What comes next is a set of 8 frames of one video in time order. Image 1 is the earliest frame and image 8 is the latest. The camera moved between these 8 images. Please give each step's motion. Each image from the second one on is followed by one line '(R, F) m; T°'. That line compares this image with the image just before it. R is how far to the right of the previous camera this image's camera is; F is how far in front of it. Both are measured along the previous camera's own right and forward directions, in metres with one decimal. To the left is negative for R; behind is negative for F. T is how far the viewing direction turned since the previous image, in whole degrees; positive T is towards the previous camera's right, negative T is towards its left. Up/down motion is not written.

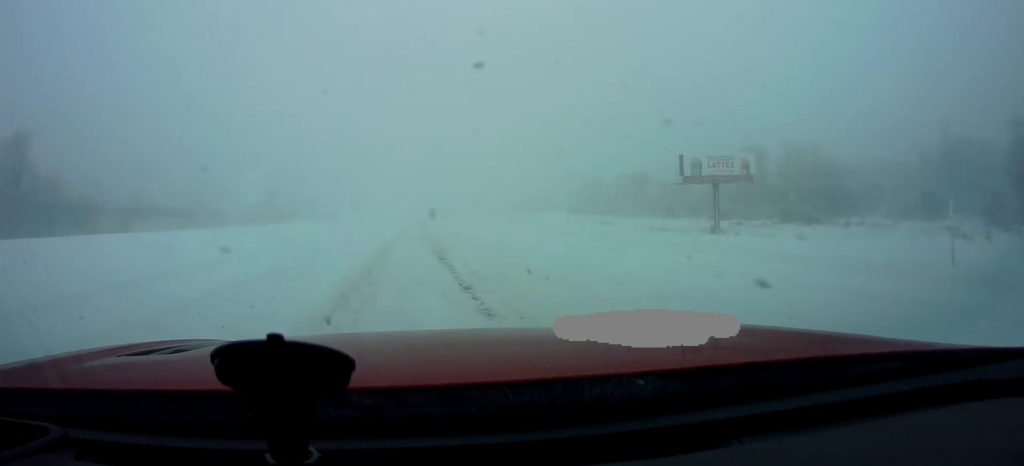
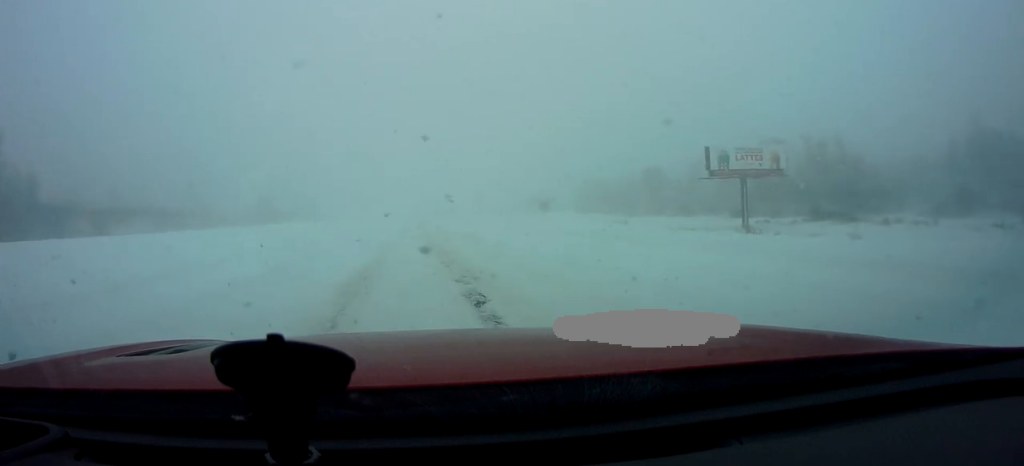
(+0.1, +8.0) m; +1°
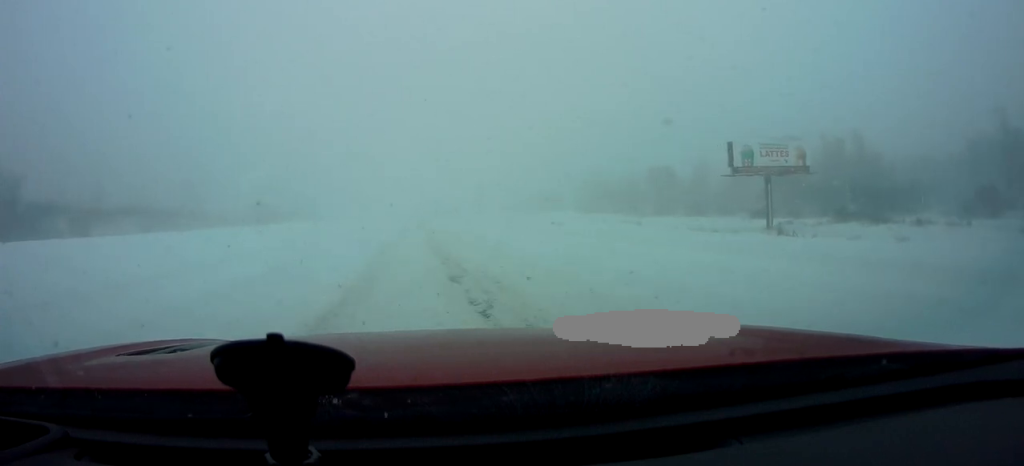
(+0.1, +6.3) m; 0°
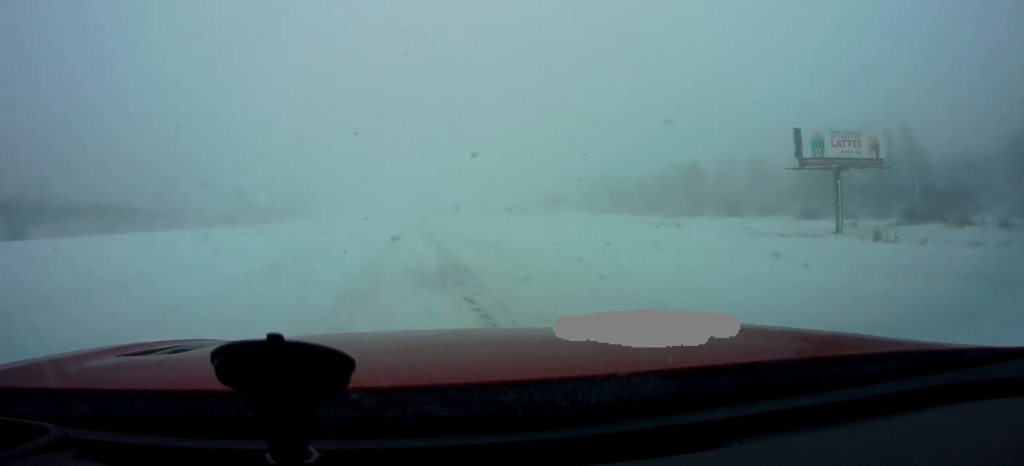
(-0.2, +14.7) m; -3°
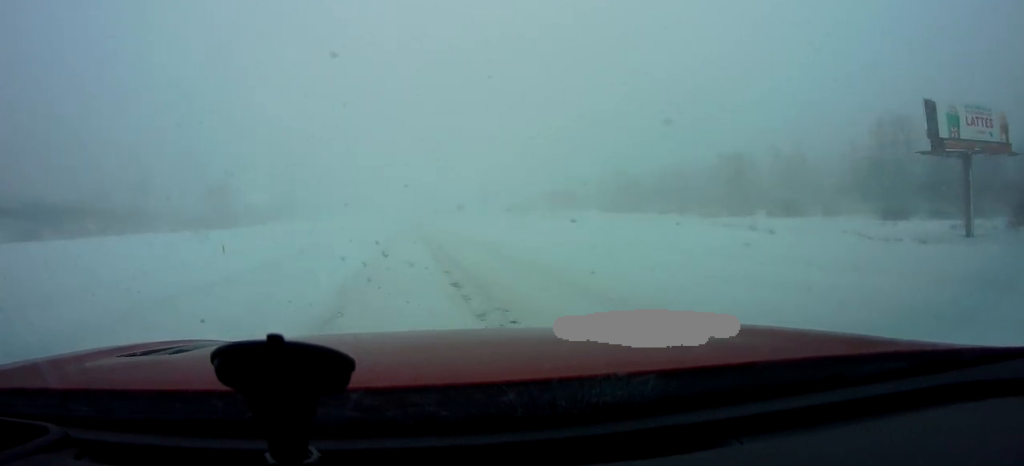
(-0.2, +20.0) m; +1°
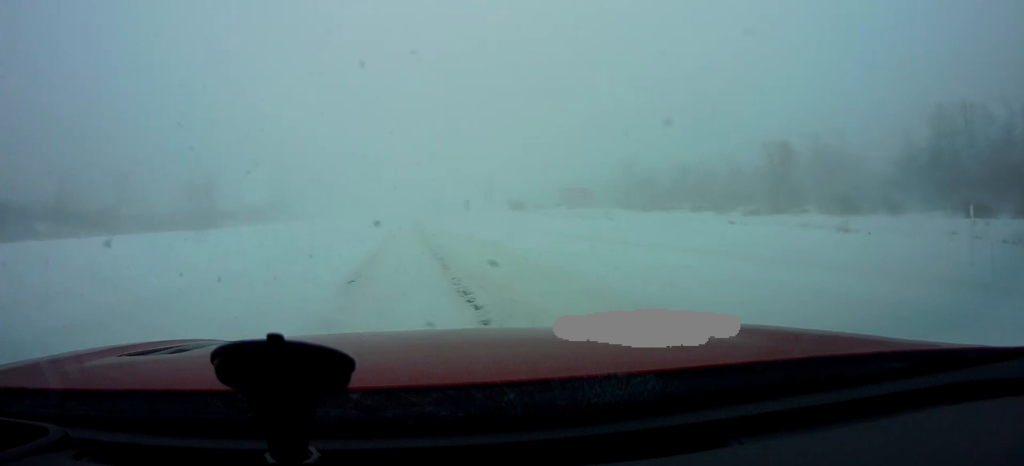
(+0.2, +14.3) m; +1°
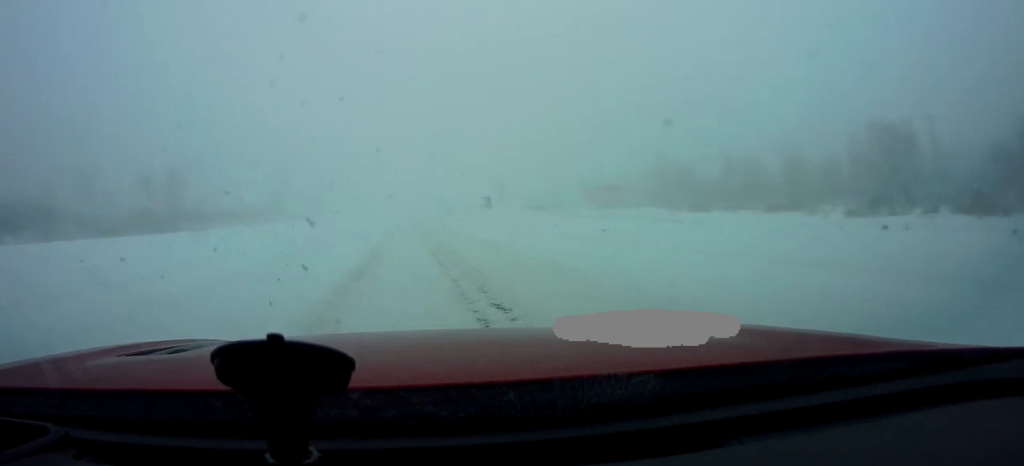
(0.0, +25.1) m; 0°
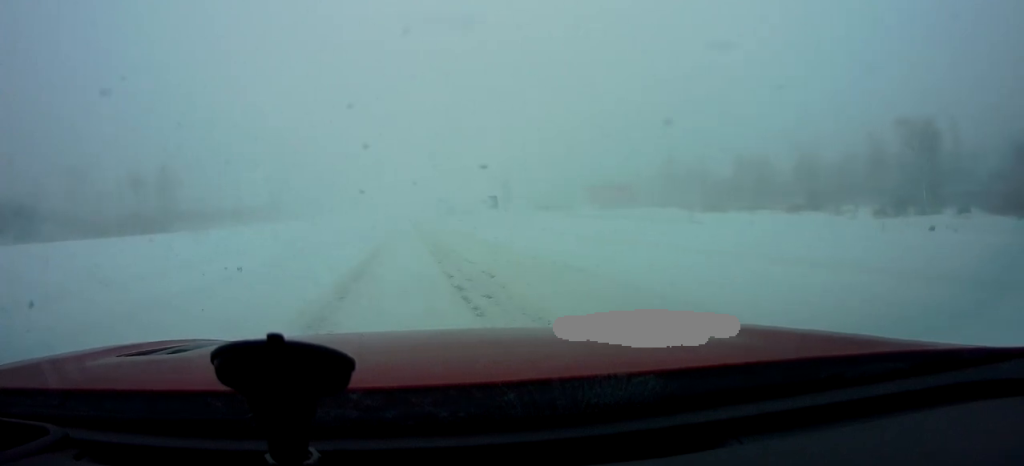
(0.0, +5.4) m; 0°
